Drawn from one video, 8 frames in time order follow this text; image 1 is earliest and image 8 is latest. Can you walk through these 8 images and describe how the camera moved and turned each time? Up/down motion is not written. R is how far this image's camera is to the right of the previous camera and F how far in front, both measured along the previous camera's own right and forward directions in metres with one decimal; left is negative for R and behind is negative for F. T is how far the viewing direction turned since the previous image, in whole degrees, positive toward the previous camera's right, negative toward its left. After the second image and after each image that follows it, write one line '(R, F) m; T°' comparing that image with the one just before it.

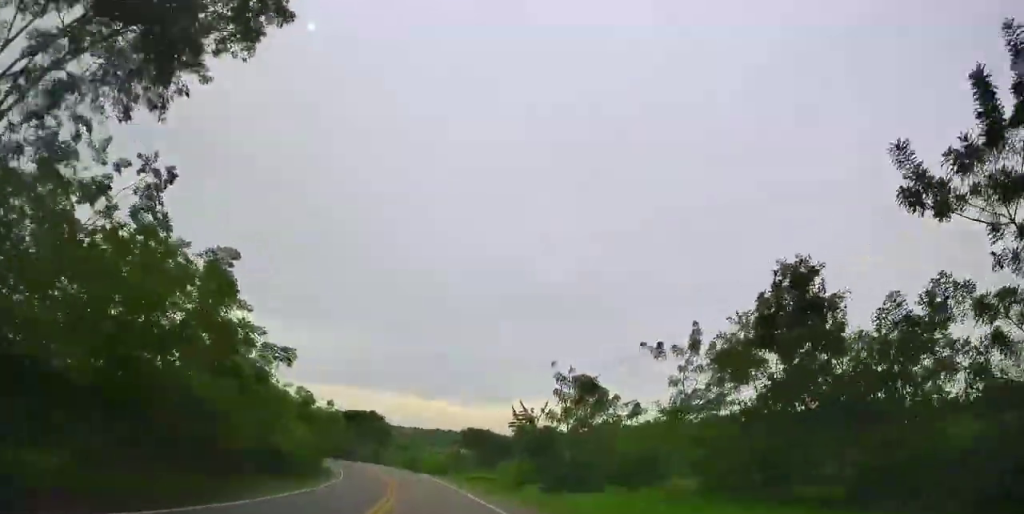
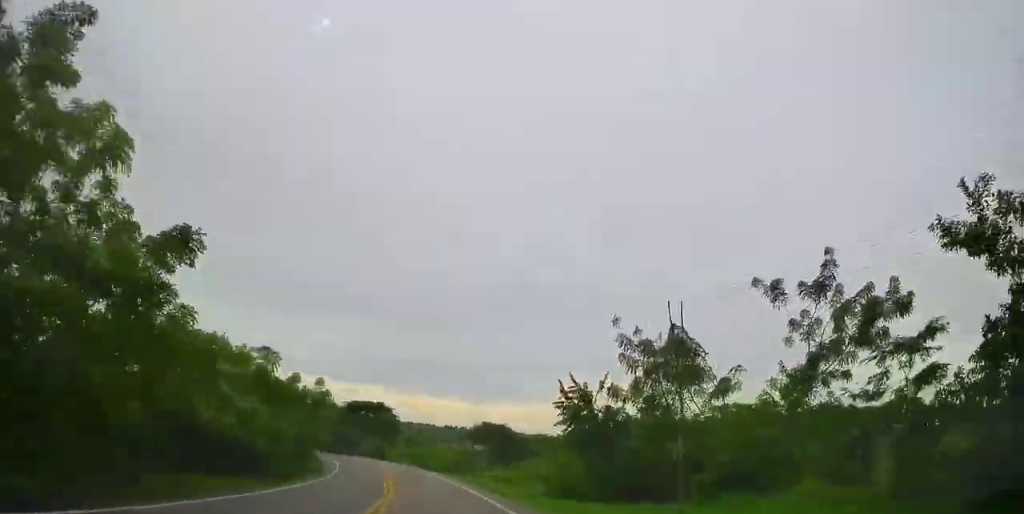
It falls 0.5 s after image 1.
(0.0, +9.4) m; 0°
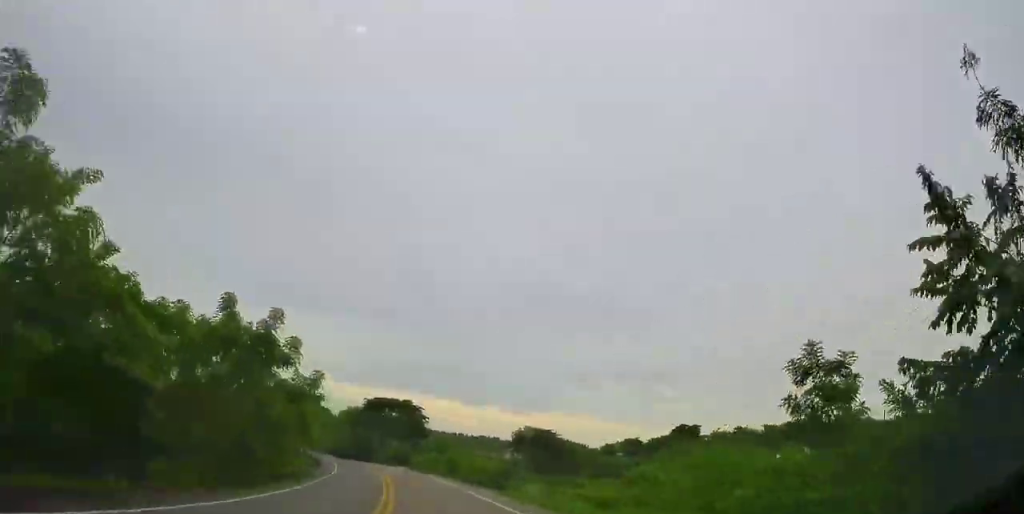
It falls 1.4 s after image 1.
(+0.1, +18.3) m; -1°
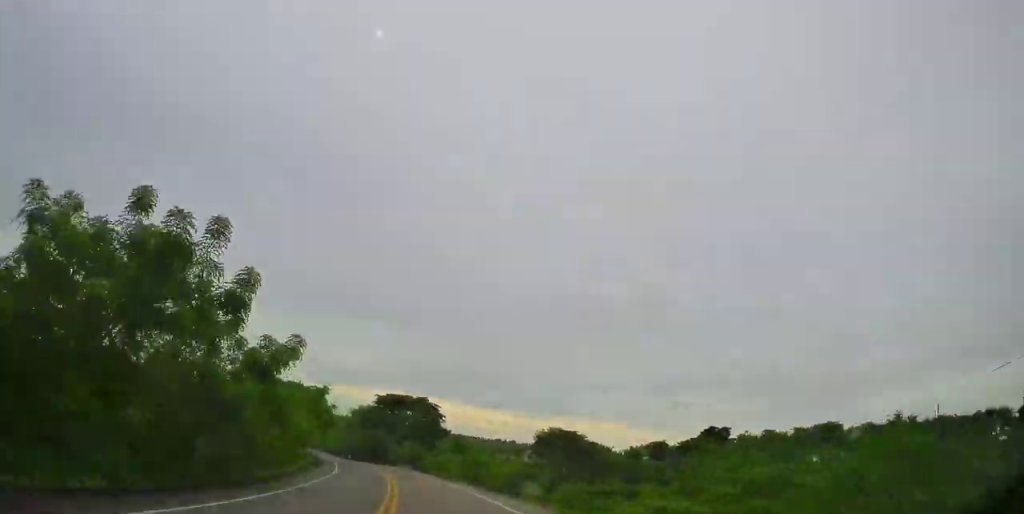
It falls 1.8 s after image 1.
(-0.2, +8.1) m; -1°
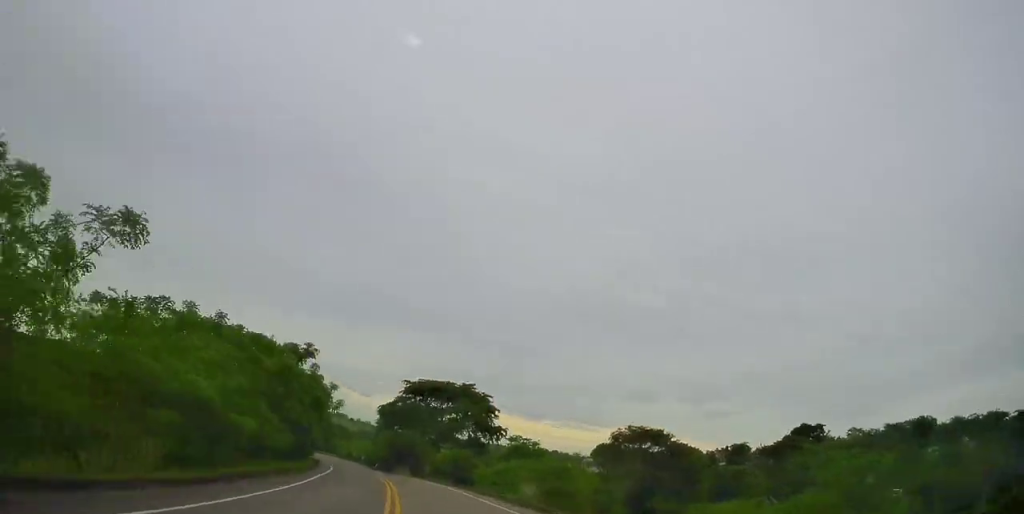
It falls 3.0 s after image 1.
(-0.9, +24.3) m; -3°
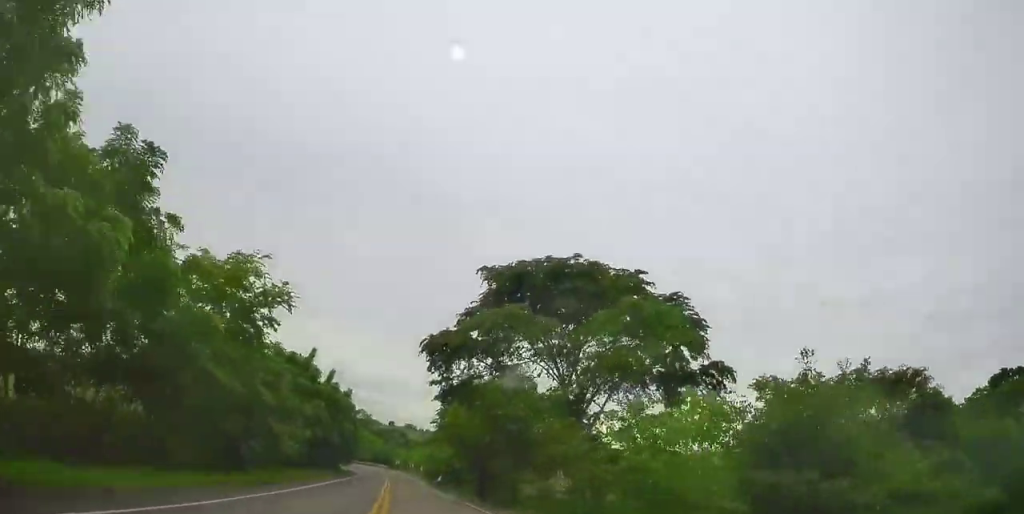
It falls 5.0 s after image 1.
(-2.0, +41.1) m; -7°
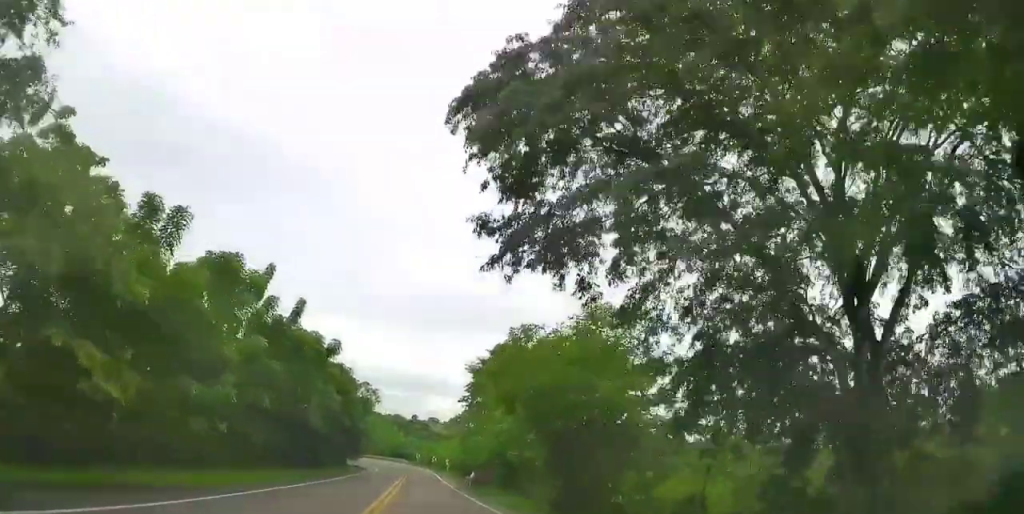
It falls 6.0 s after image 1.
(-0.7, +19.6) m; -4°
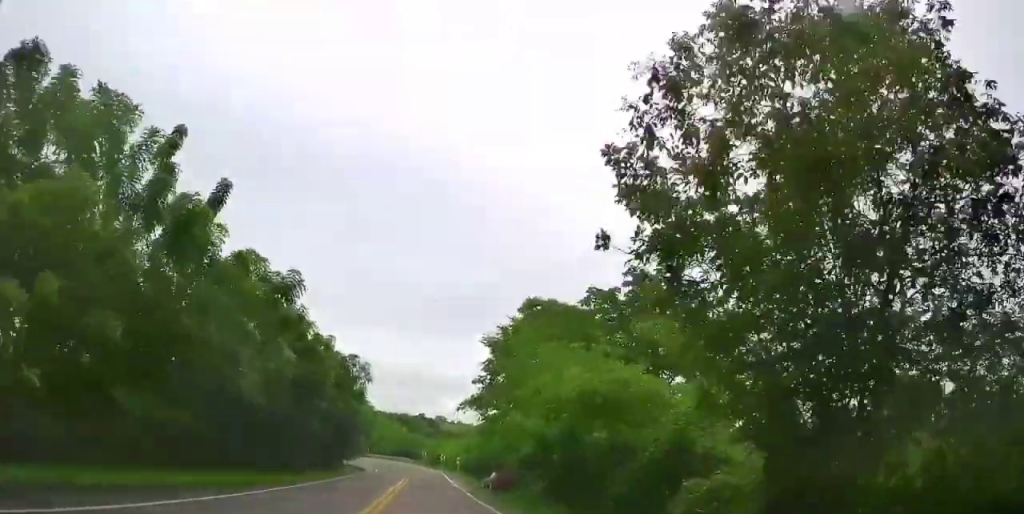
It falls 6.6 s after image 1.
(-0.2, +12.7) m; -3°
